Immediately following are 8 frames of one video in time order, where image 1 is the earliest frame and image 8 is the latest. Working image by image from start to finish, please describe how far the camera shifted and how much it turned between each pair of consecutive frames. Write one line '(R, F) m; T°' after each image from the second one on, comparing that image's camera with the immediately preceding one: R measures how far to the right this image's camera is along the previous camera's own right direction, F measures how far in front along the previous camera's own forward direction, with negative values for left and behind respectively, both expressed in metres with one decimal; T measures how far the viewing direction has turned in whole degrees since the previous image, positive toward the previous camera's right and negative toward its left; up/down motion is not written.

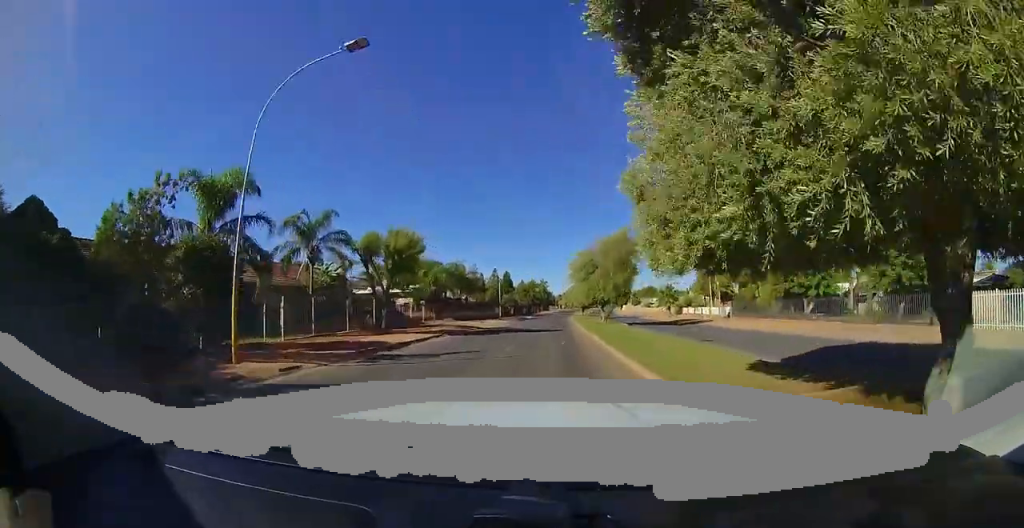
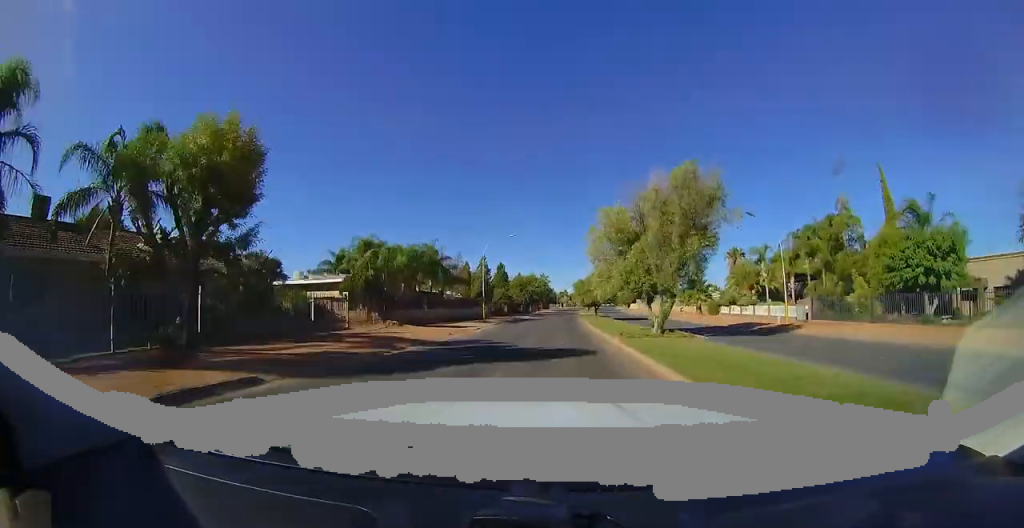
(0.0, +12.7) m; 0°
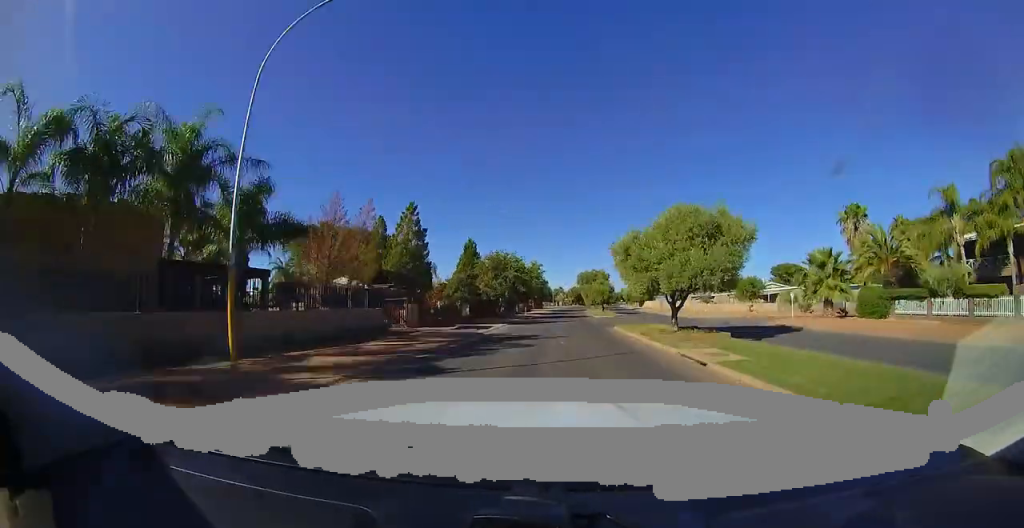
(+0.4, +26.8) m; +2°
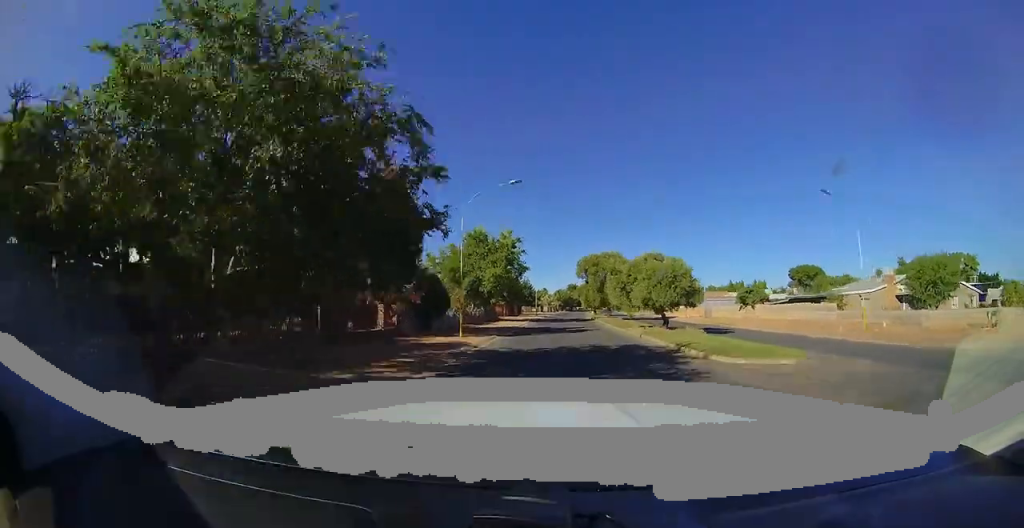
(+0.8, +32.9) m; +4°
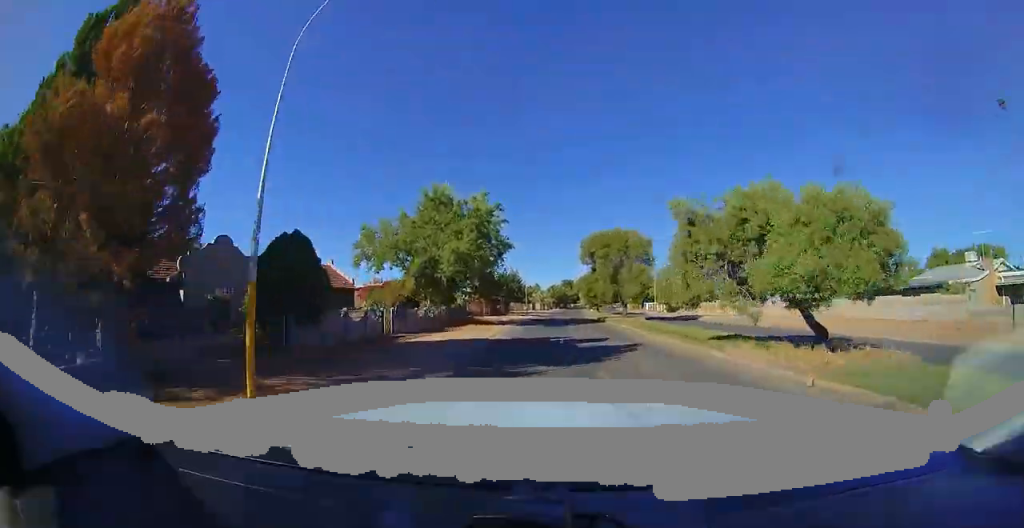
(+0.5, +13.0) m; +2°
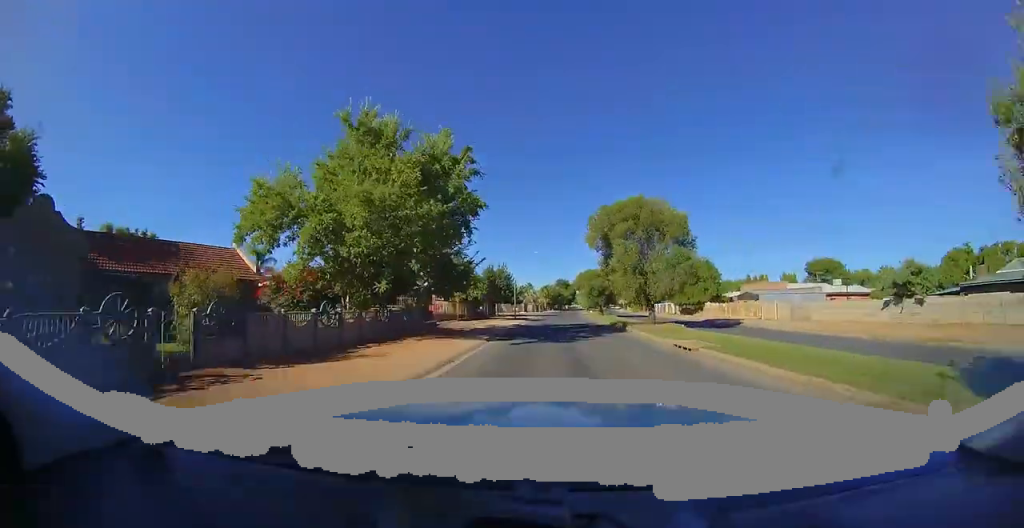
(+0.1, +10.5) m; +1°
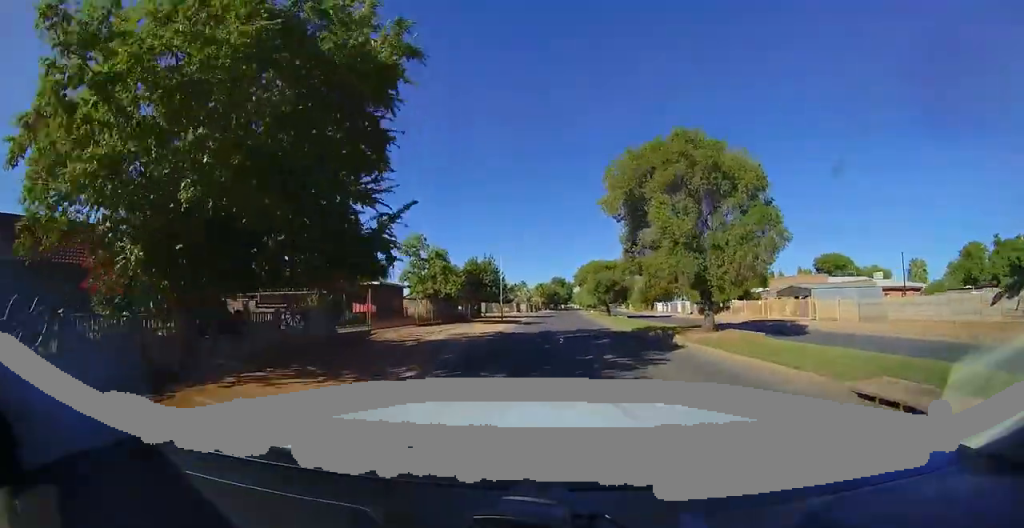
(+0.1, +9.3) m; 0°
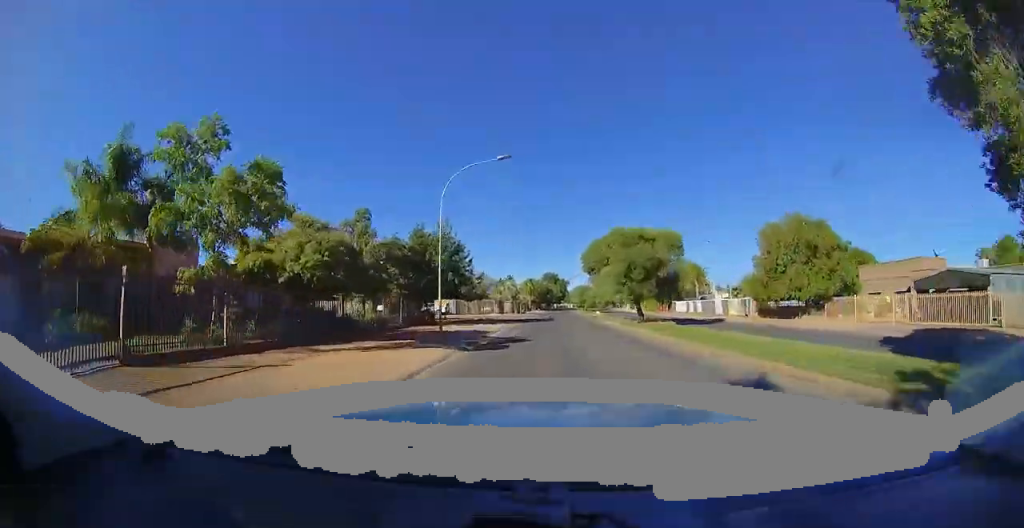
(0.0, +17.2) m; 0°
